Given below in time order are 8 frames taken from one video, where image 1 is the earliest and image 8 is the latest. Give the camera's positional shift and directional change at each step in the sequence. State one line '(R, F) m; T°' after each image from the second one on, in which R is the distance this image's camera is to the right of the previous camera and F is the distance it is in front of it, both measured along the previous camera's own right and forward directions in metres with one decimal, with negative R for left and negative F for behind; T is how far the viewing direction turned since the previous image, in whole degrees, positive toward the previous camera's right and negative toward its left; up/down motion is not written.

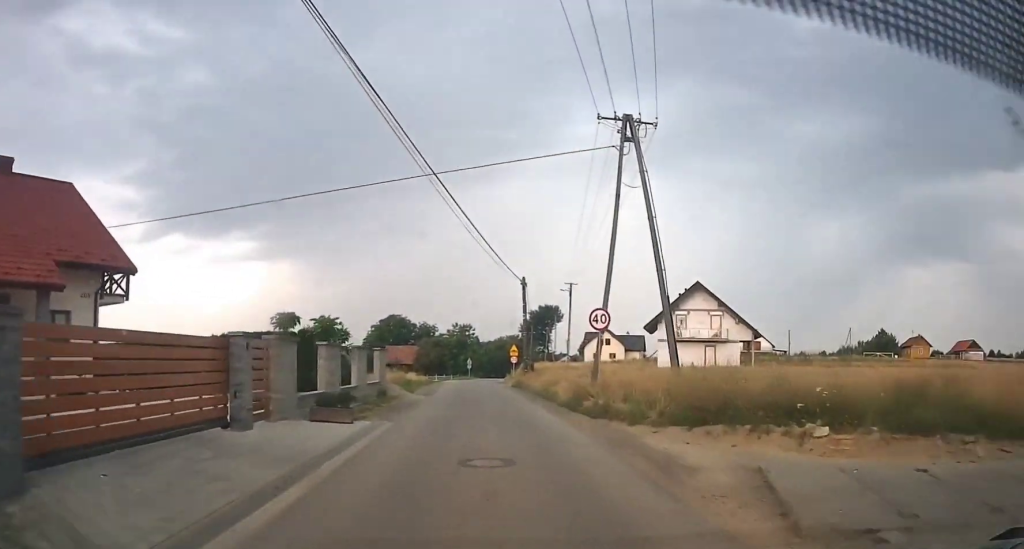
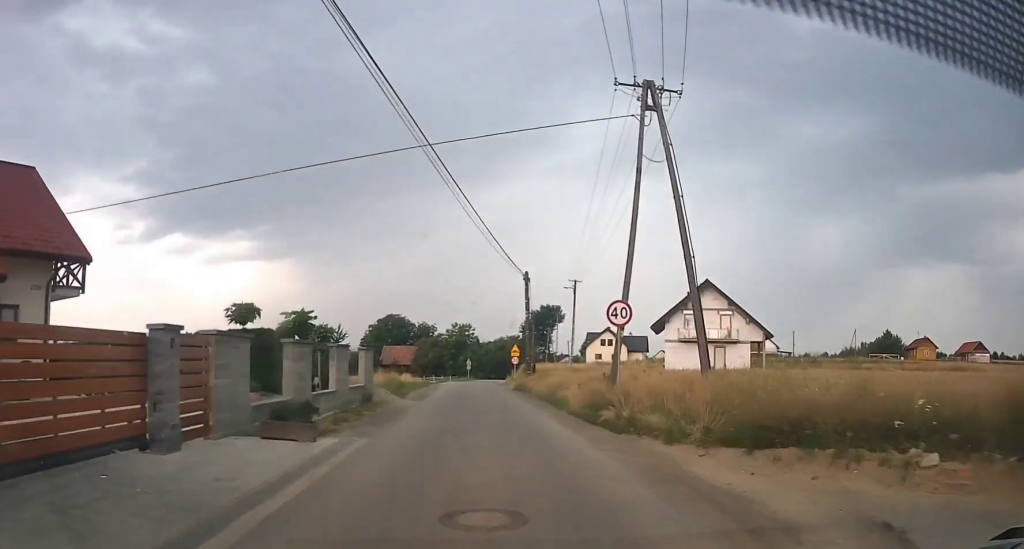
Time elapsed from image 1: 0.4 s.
(0.0, +3.2) m; 0°
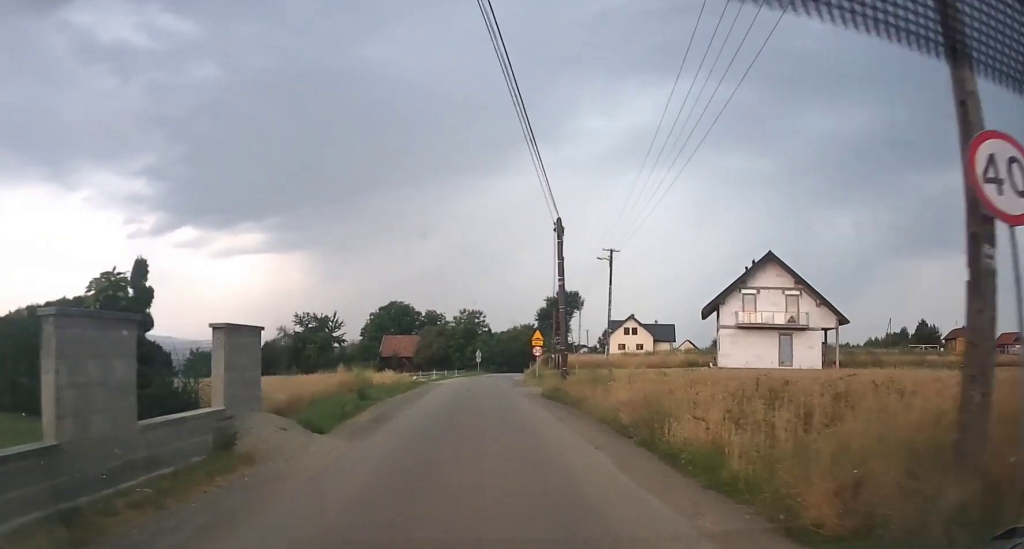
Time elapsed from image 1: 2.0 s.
(-0.7, +12.9) m; -5°
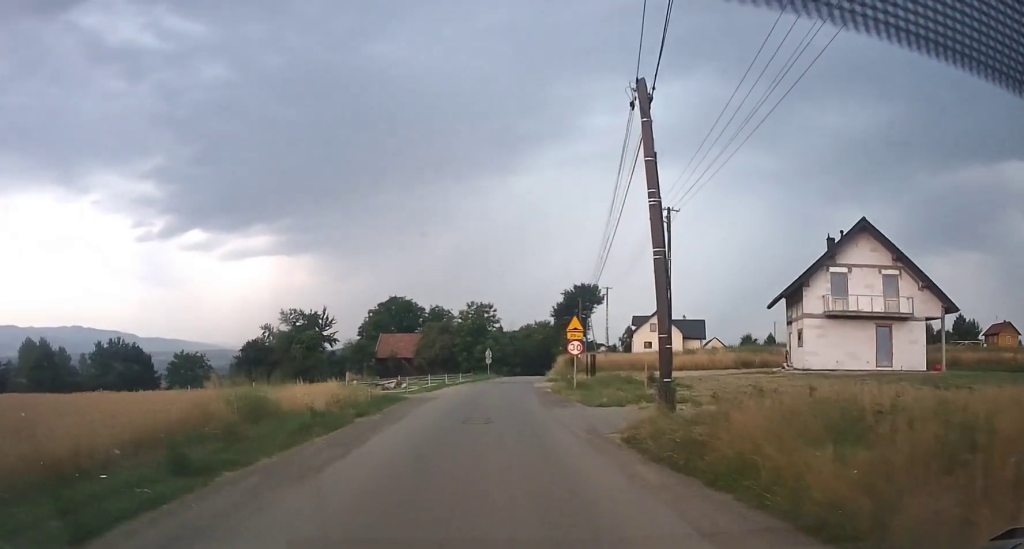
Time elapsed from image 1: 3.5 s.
(+0.1, +12.9) m; 0°
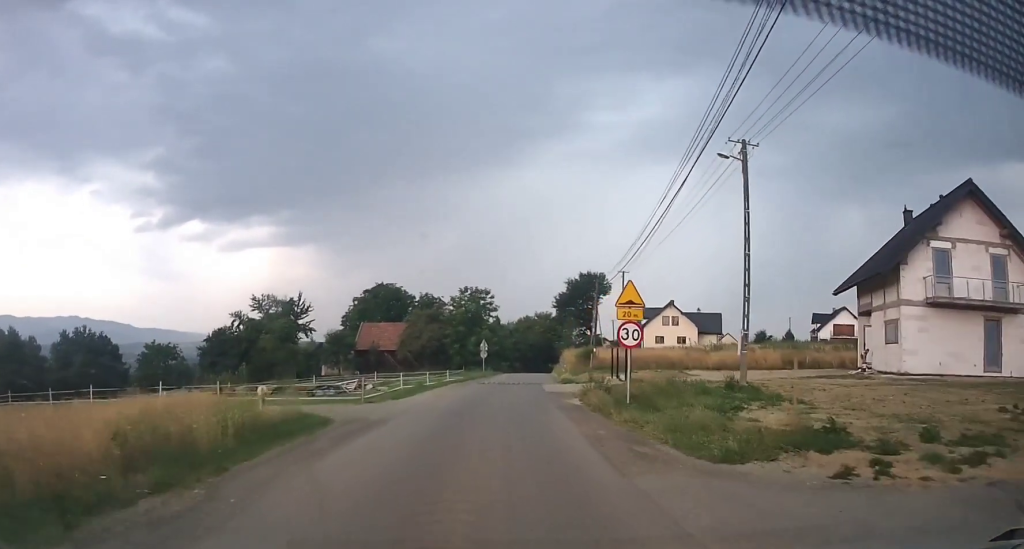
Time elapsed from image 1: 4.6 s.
(-0.1, +9.2) m; 0°
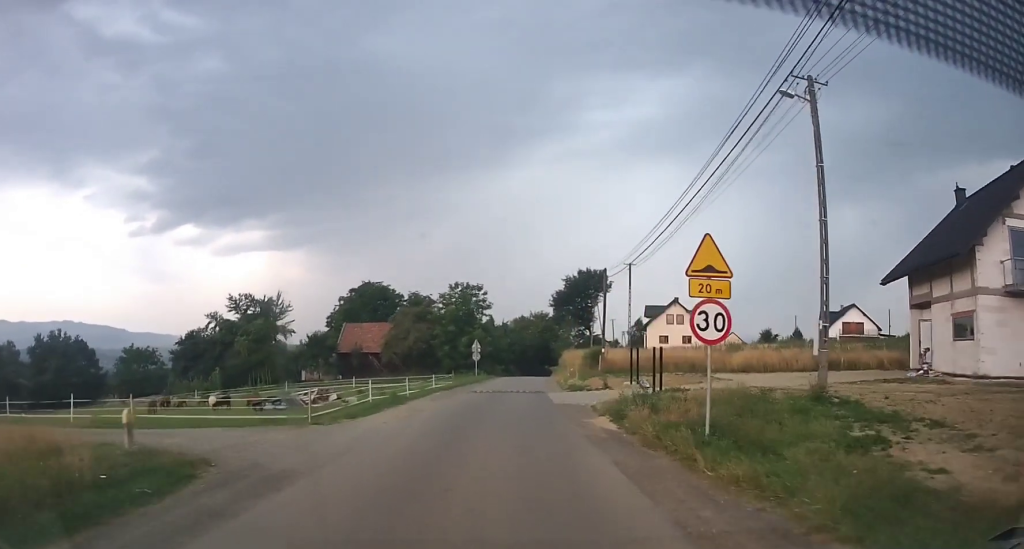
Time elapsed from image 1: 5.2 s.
(+0.1, +5.1) m; +1°
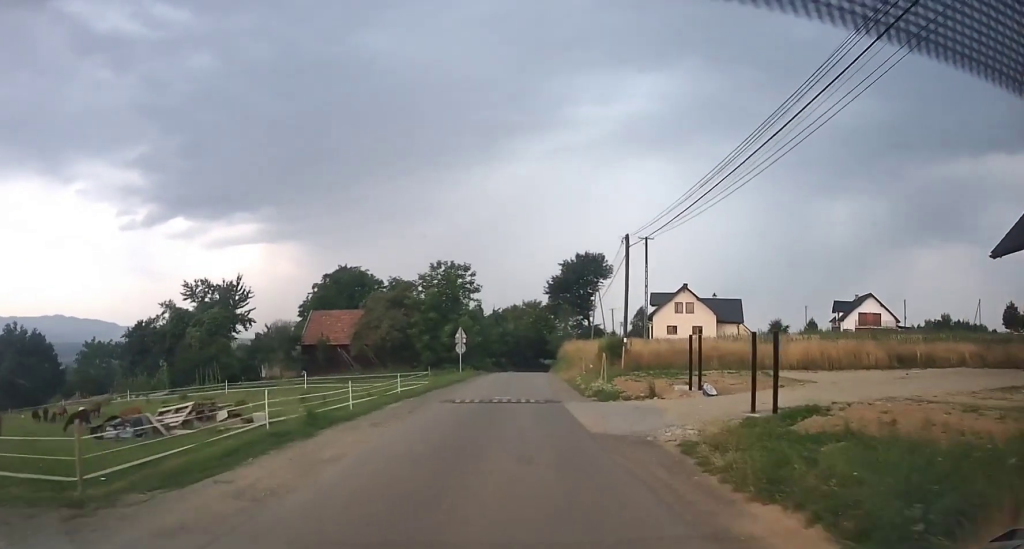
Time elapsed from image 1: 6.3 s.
(0.0, +6.7) m; 0°
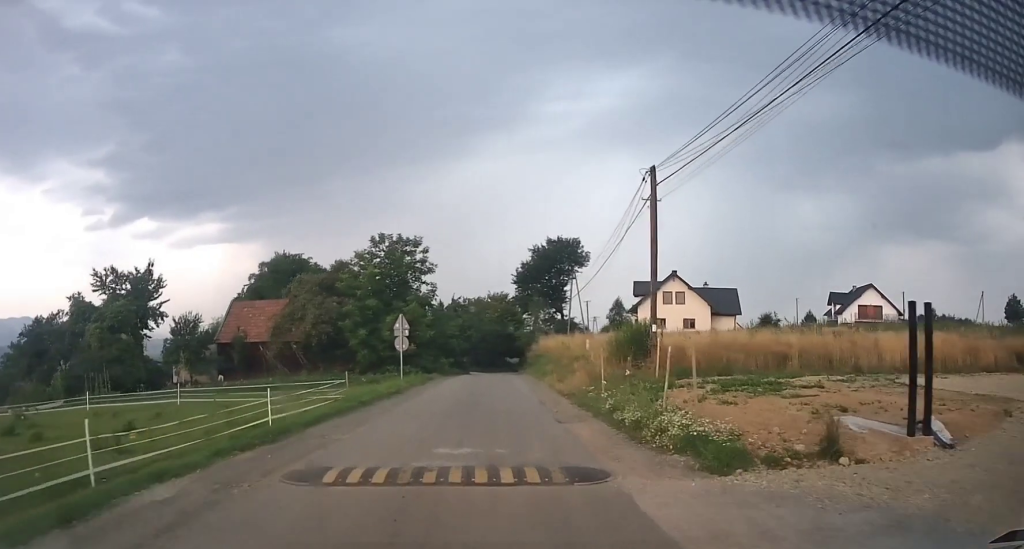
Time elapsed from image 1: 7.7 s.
(+0.1, +8.9) m; +1°
